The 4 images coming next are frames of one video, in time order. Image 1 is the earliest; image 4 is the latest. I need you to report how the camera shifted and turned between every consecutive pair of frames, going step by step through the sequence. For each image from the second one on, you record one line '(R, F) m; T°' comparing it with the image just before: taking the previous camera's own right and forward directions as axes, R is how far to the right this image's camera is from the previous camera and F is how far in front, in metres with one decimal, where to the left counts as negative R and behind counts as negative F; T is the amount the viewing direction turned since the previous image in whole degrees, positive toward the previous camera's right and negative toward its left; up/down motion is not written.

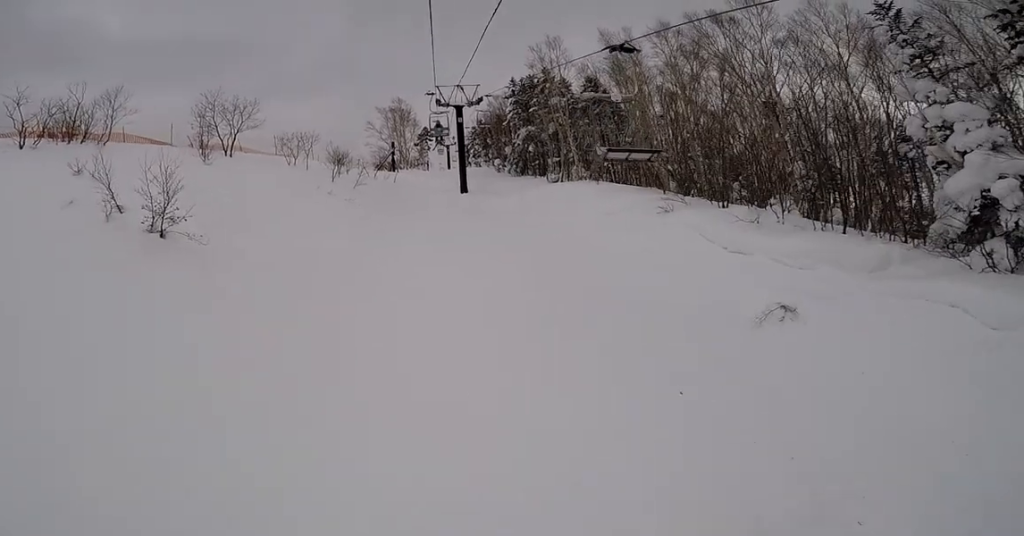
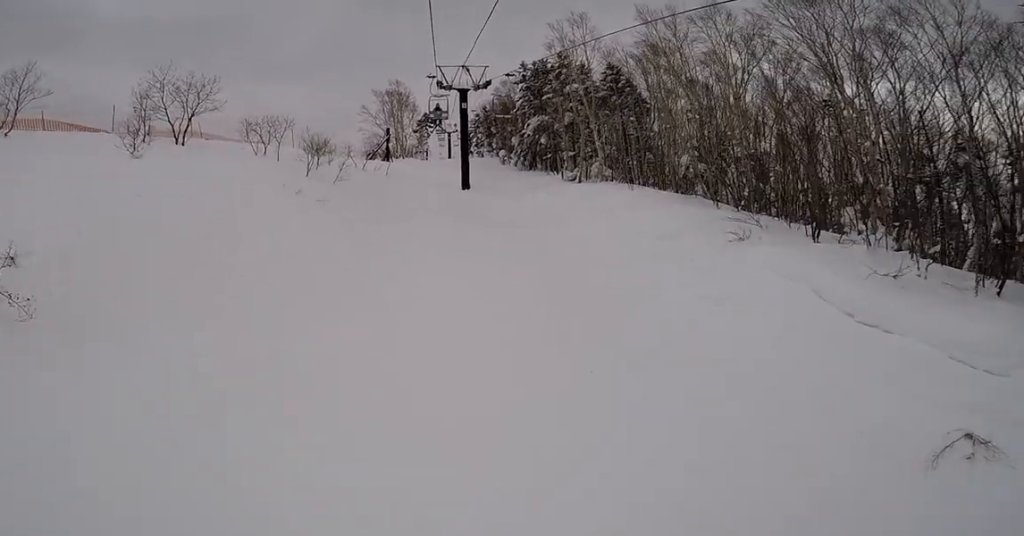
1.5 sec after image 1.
(0.0, +4.8) m; 0°
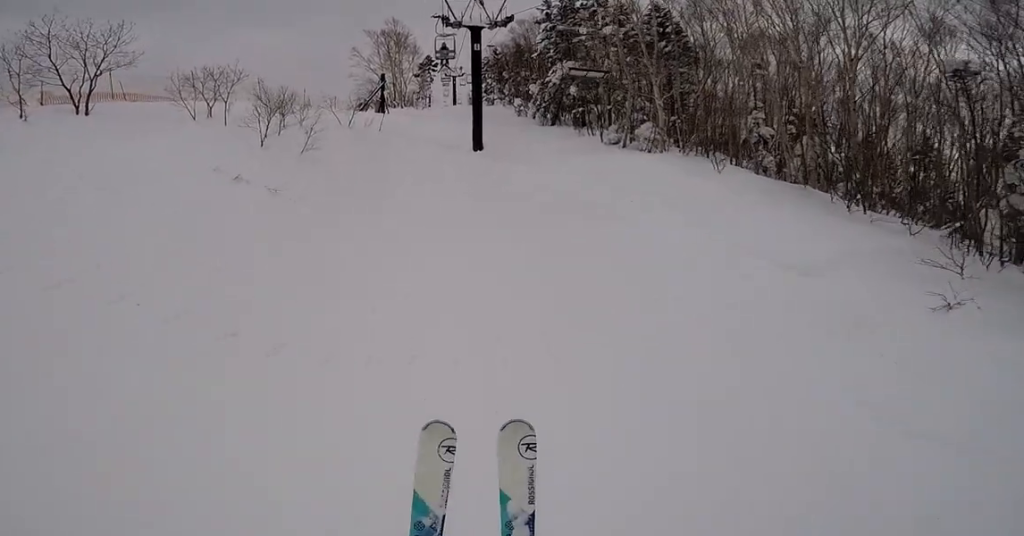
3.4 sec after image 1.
(0.0, +5.9) m; 0°
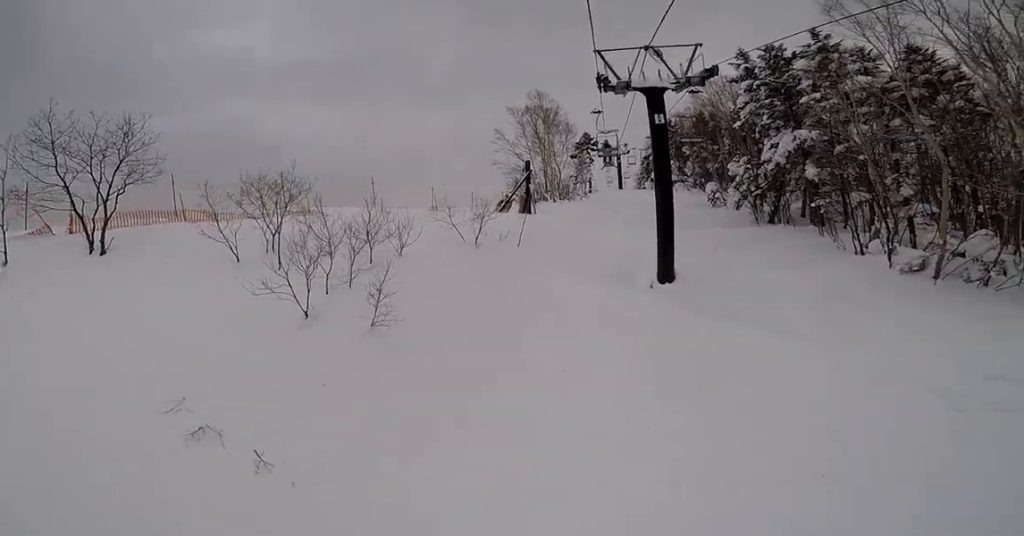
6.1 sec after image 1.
(0.0, +8.0) m; 0°
